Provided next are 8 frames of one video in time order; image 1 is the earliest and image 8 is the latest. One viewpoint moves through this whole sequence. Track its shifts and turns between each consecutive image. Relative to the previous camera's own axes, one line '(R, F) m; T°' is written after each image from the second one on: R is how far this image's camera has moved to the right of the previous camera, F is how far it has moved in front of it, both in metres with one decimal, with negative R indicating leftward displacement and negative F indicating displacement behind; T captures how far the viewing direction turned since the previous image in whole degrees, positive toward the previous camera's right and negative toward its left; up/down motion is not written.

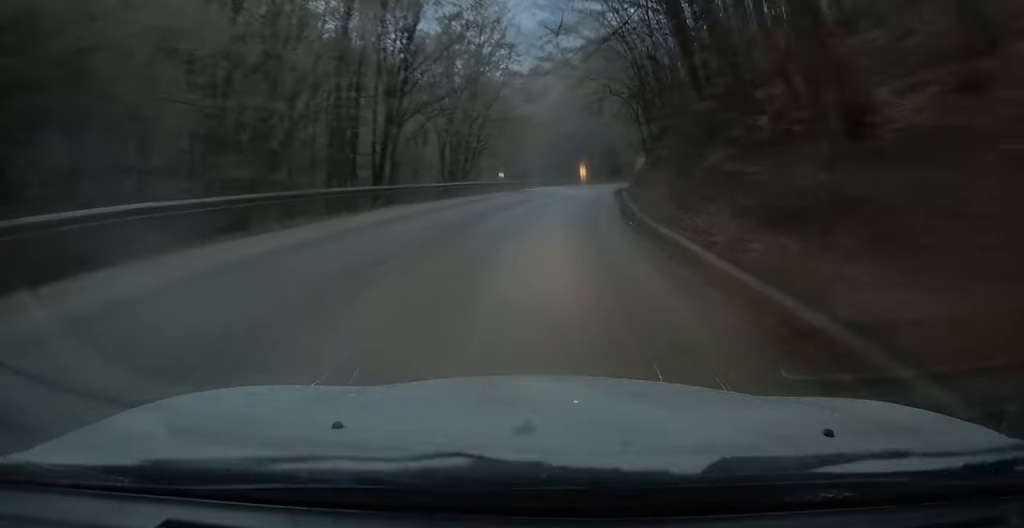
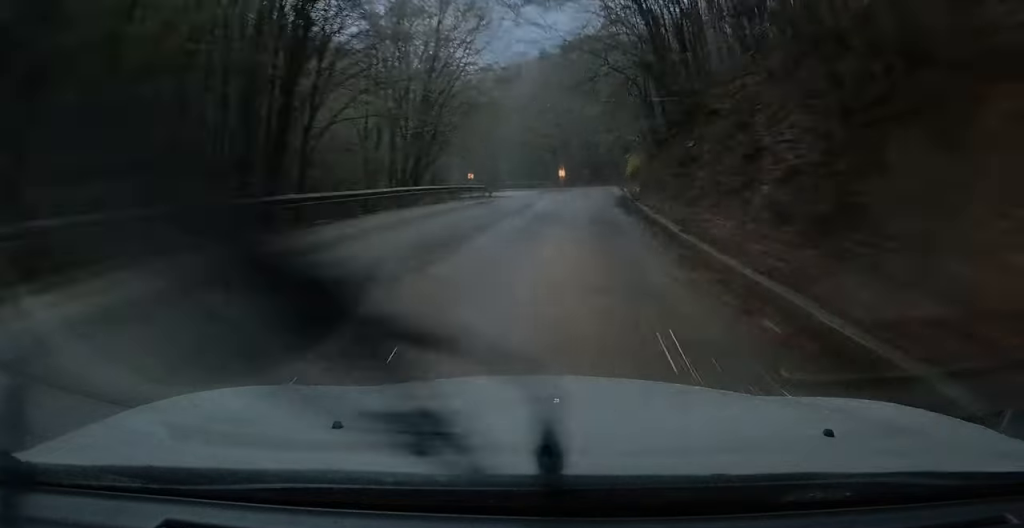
(-0.1, +10.1) m; +2°
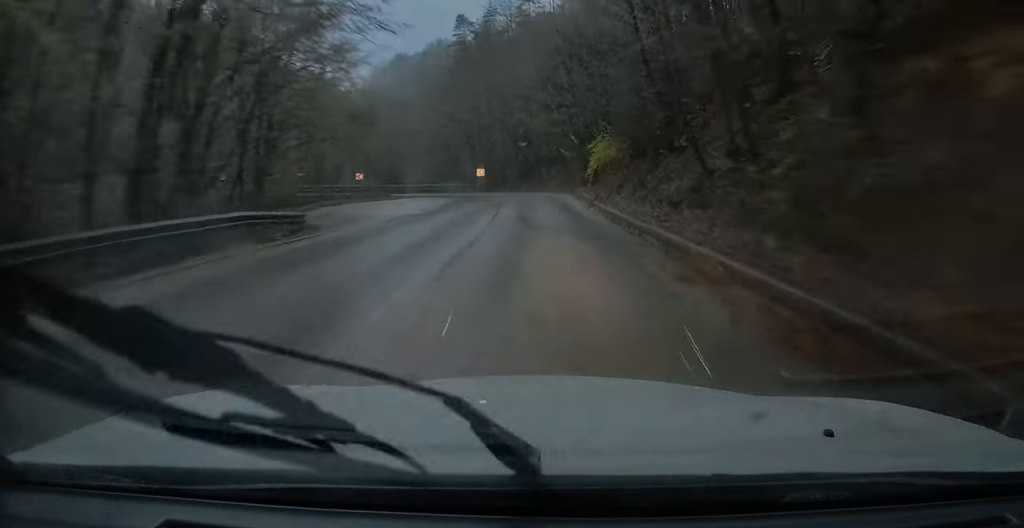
(+1.5, +21.9) m; +7°
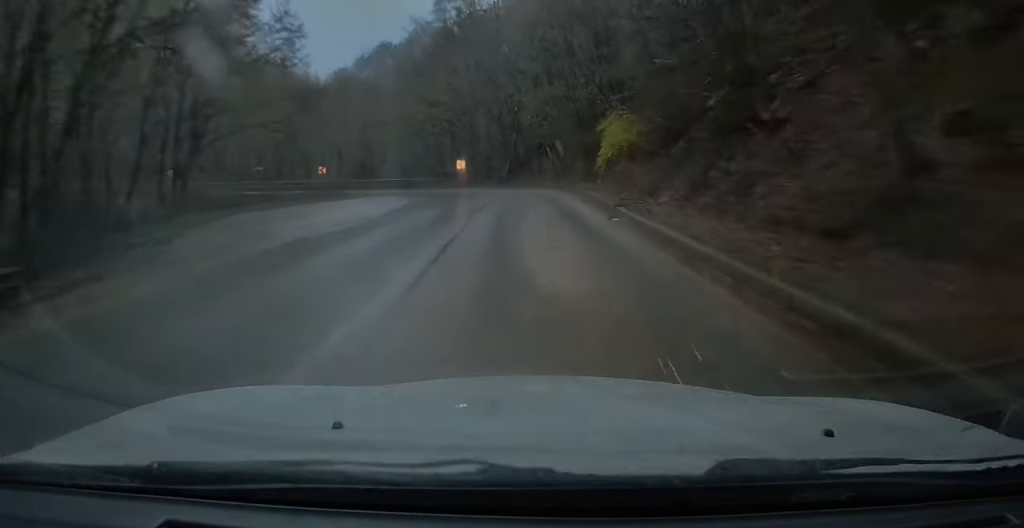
(+0.2, +8.7) m; +1°
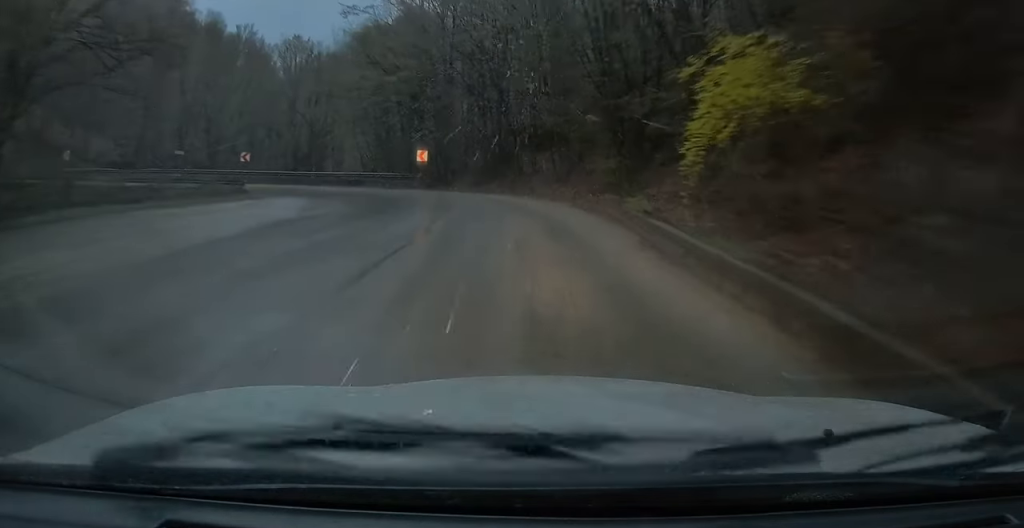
(0.0, +13.3) m; -1°
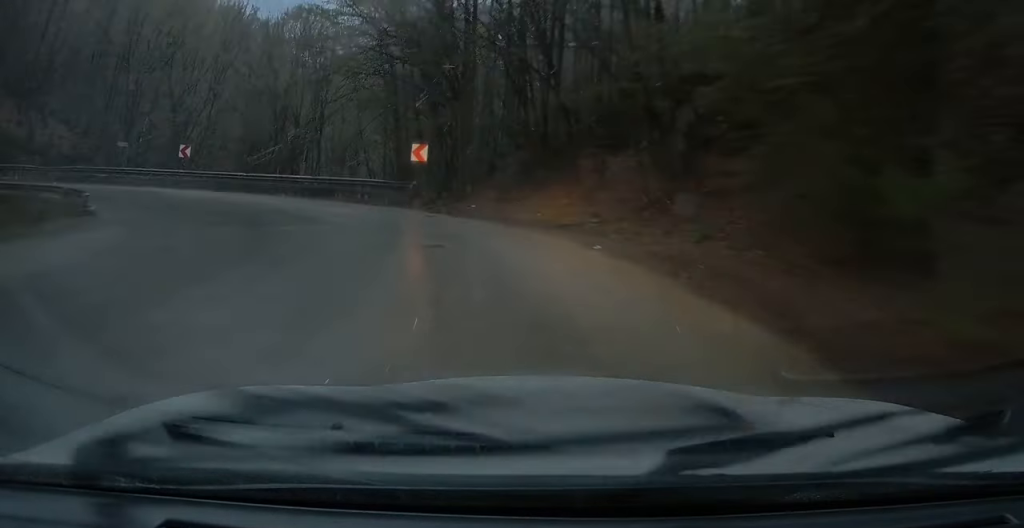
(-0.7, +12.7) m; -14°
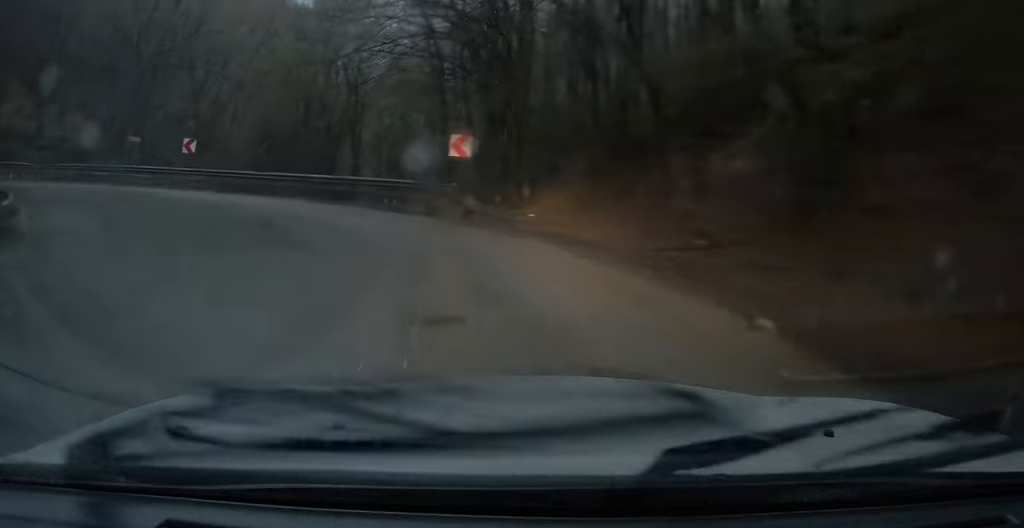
(+0.1, +5.1) m; -16°
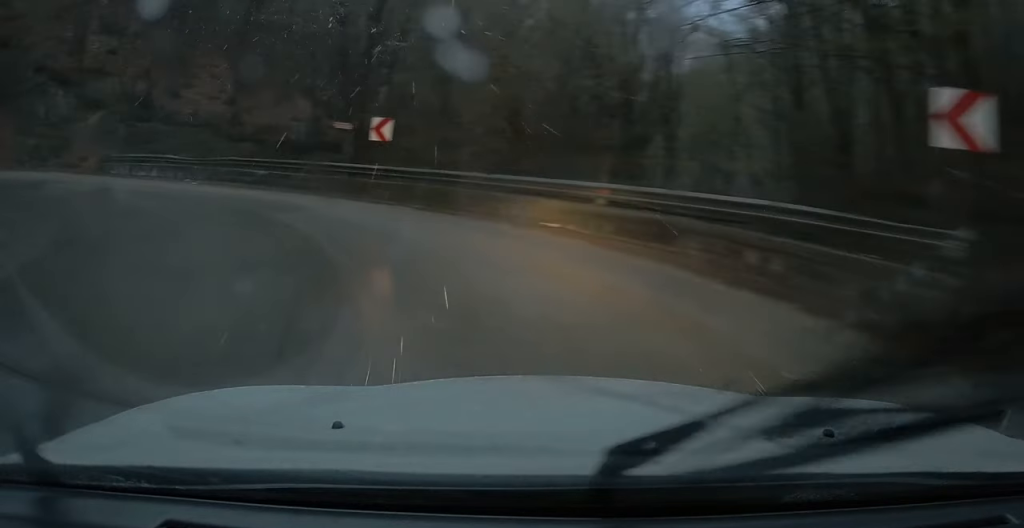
(-4.7, +10.8) m; -33°
